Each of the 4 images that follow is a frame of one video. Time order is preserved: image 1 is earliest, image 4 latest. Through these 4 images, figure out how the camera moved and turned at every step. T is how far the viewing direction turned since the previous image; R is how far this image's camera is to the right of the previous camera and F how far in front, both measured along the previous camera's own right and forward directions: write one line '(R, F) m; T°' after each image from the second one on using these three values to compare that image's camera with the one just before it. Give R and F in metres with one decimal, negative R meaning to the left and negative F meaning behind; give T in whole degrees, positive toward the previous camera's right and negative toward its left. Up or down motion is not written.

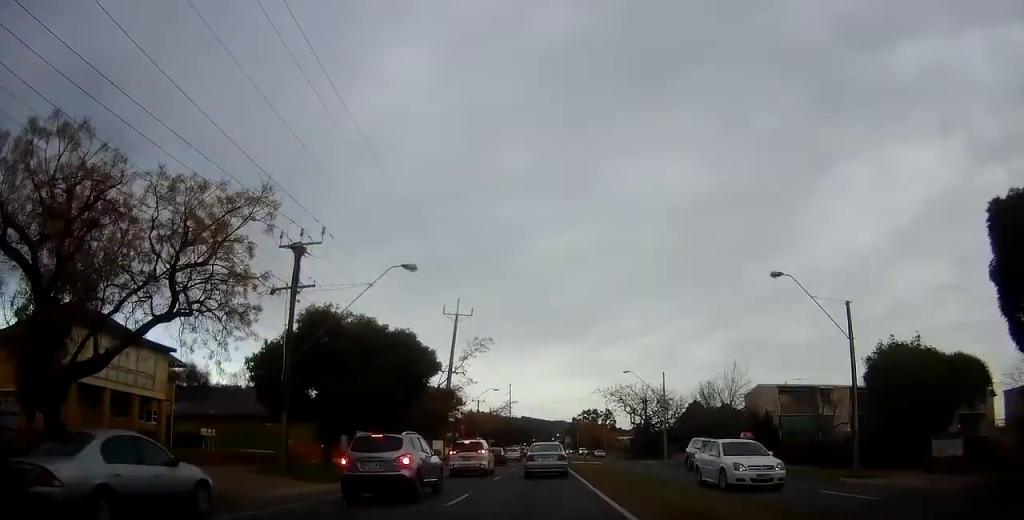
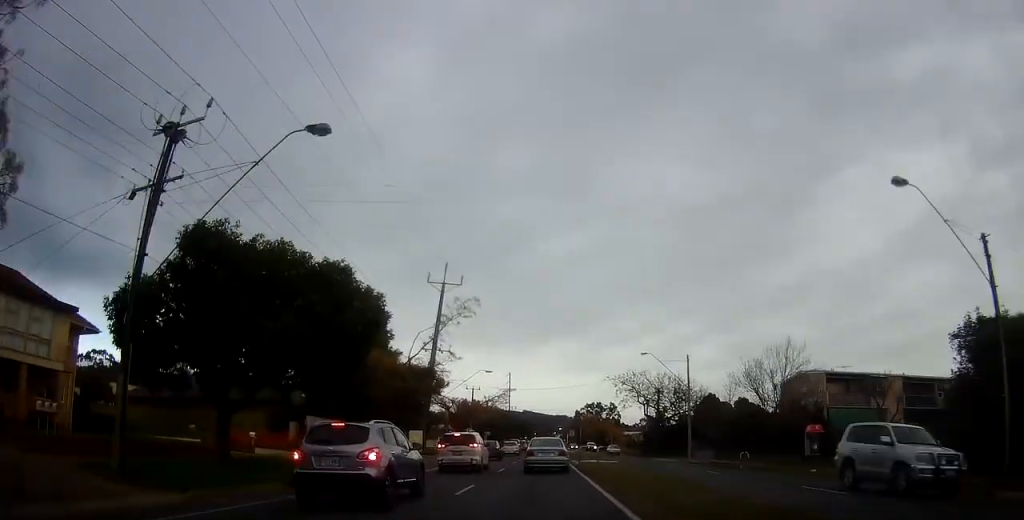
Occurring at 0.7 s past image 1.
(-0.5, +10.2) m; 0°
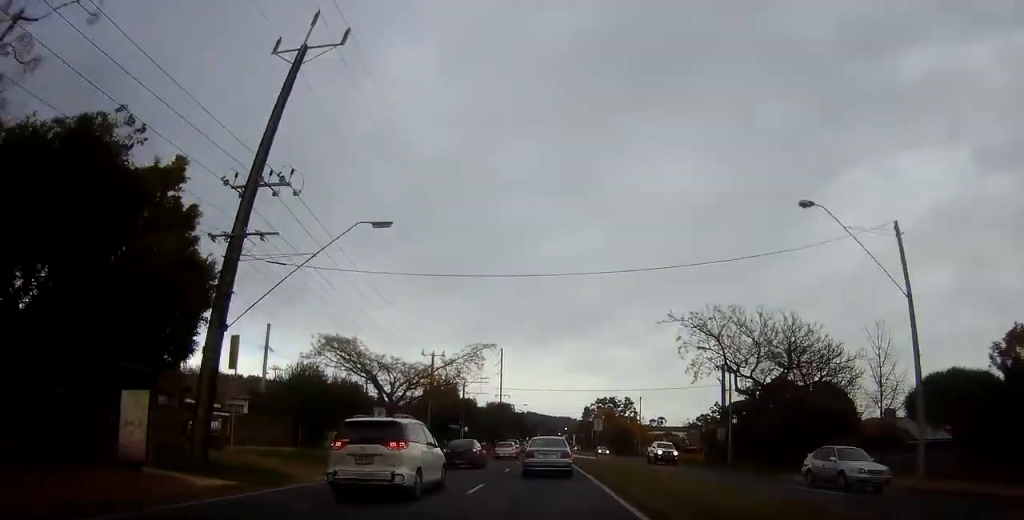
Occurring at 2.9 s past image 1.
(+0.5, +34.9) m; +2°
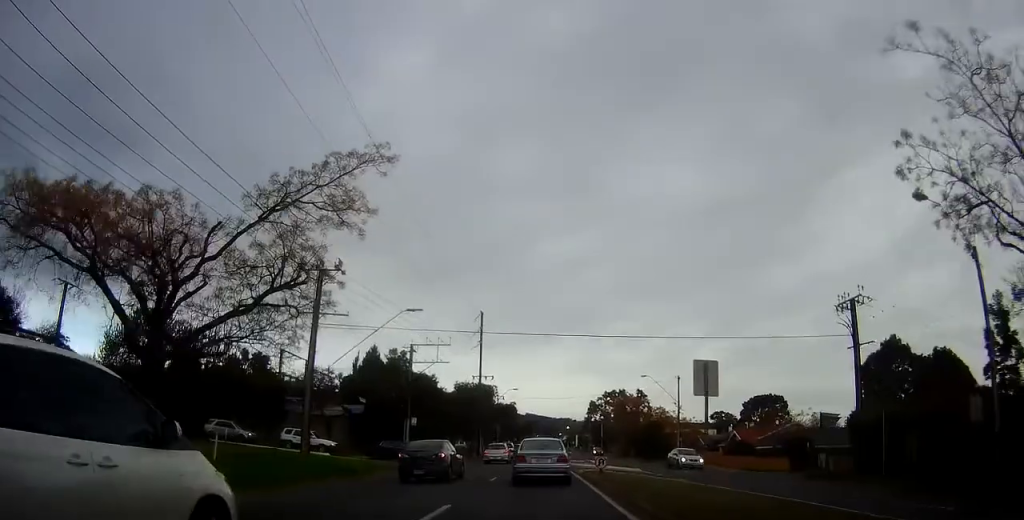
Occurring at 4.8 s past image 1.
(-0.6, +29.1) m; -2°
